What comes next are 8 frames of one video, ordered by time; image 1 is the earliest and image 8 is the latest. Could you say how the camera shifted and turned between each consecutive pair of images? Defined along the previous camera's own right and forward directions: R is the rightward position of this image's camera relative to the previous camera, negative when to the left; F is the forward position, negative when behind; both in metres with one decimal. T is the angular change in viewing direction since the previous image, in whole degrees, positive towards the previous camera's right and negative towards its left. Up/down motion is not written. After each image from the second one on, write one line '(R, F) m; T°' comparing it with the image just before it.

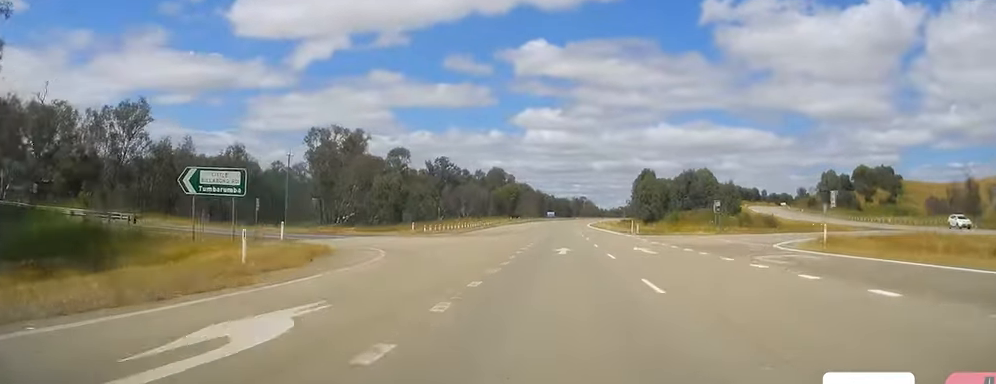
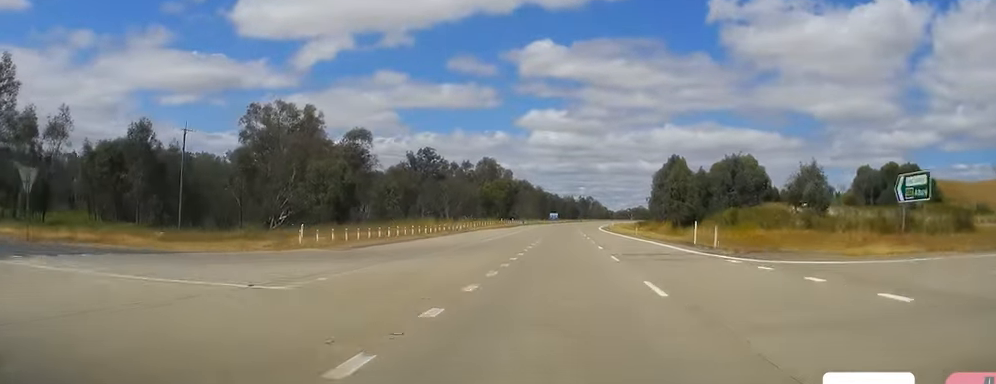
(-0.5, +35.7) m; 0°
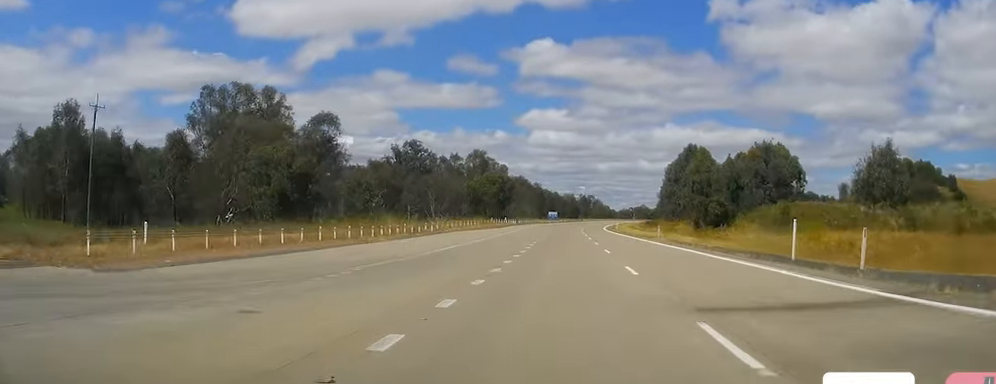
(+0.1, +18.4) m; +1°
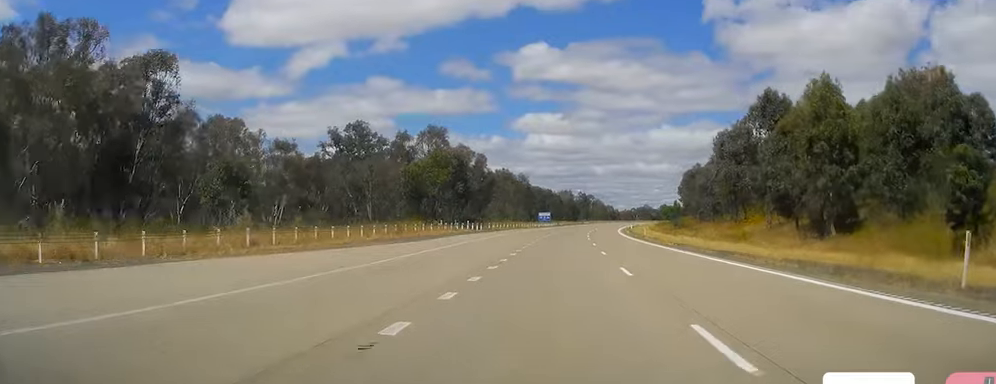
(+0.1, +46.5) m; -1°
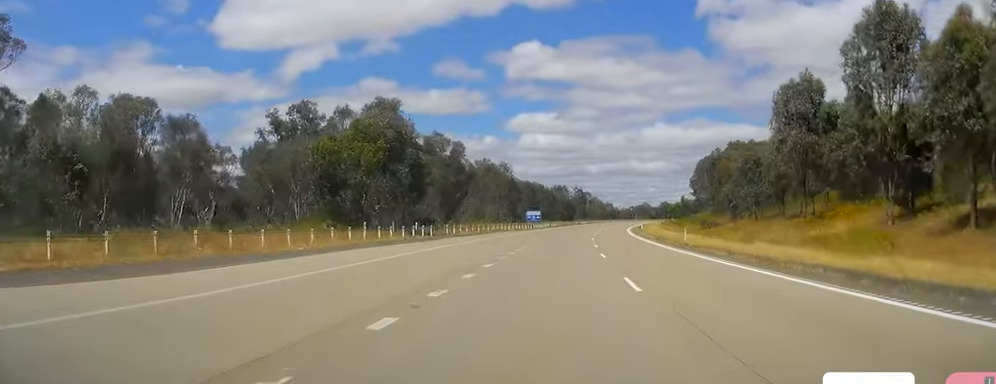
(-0.1, +27.0) m; 0°
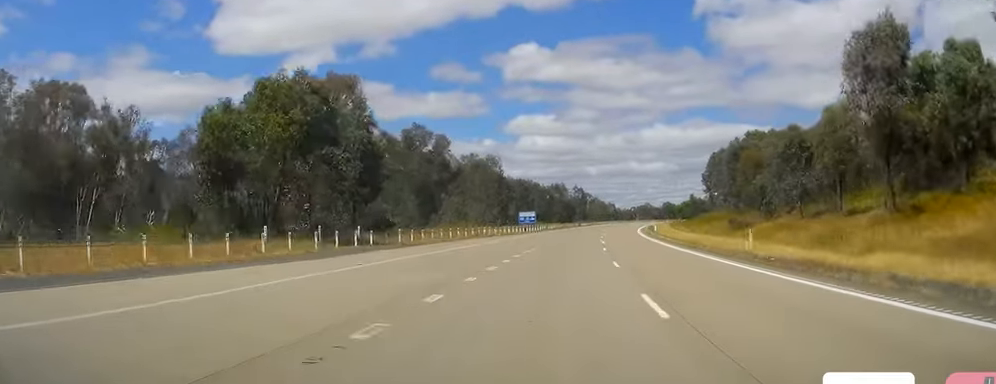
(0.0, +16.4) m; 0°
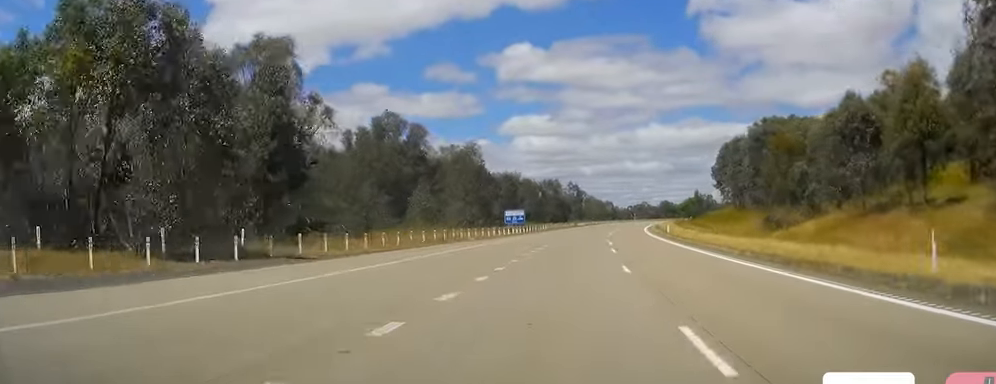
(+0.2, +15.4) m; 0°
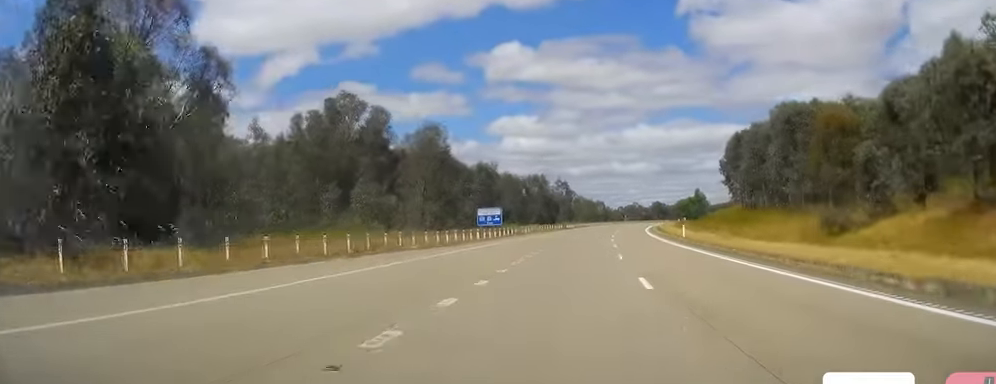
(0.0, +16.4) m; 0°
